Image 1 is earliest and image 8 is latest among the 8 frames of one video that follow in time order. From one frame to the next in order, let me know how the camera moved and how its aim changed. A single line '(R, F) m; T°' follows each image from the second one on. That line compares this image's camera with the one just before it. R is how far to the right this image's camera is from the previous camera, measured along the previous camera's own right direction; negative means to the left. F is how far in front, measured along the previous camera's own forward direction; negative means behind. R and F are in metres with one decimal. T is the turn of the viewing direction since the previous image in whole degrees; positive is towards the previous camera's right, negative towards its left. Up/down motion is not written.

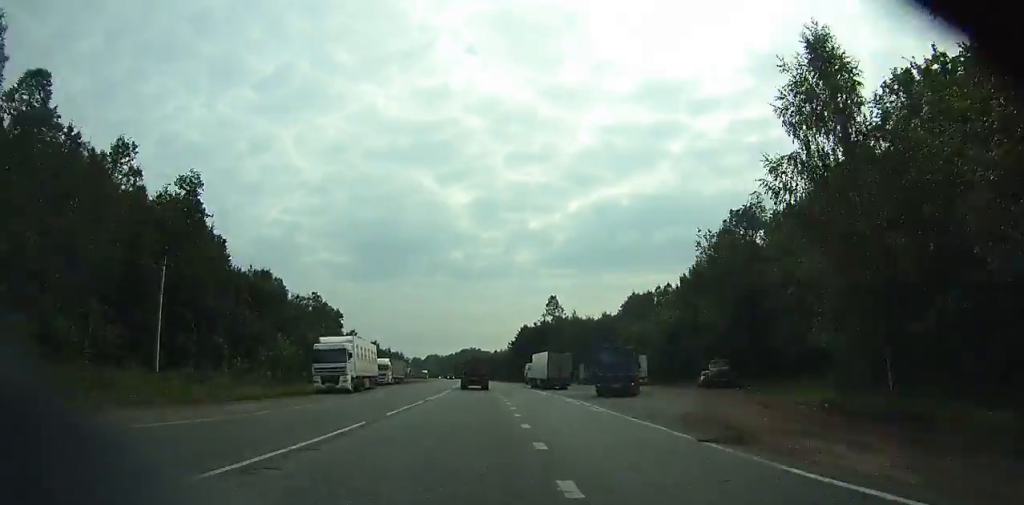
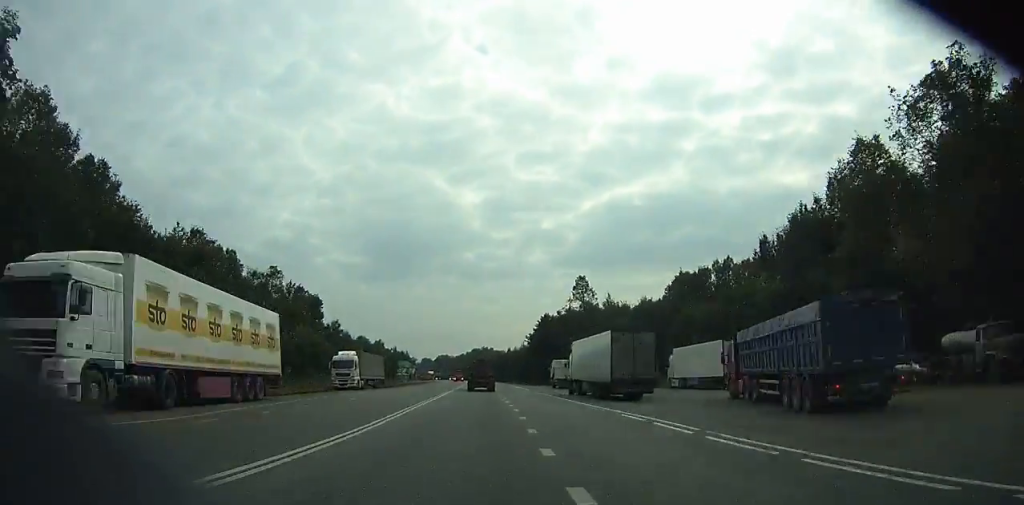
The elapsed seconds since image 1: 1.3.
(+4.9, +31.3) m; +4°
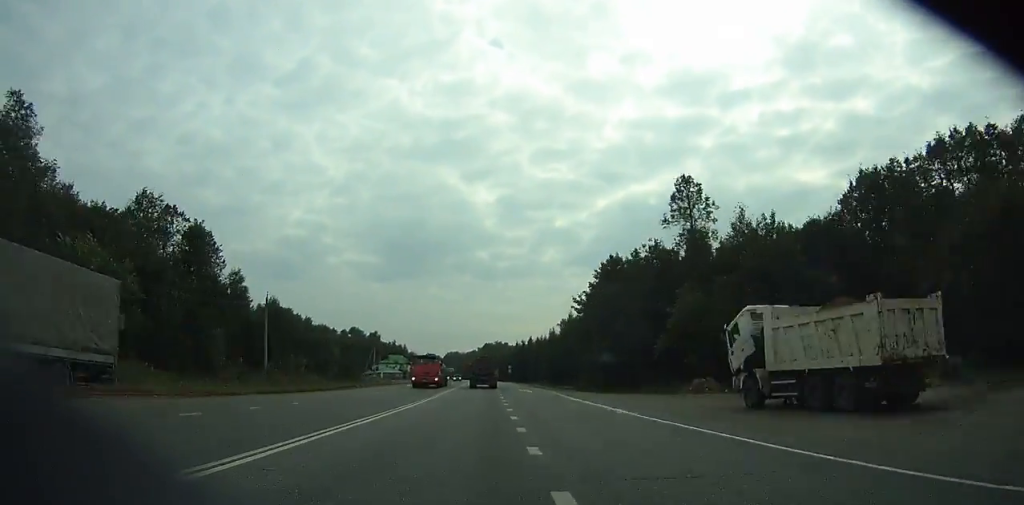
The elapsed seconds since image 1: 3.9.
(+6.7, +62.0) m; +7°
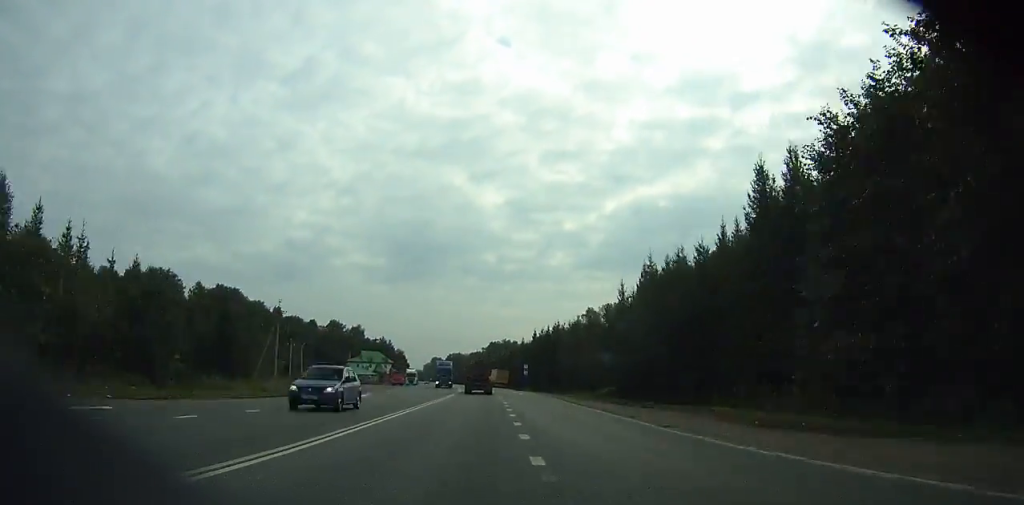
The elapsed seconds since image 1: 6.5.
(+1.2, +59.9) m; 0°
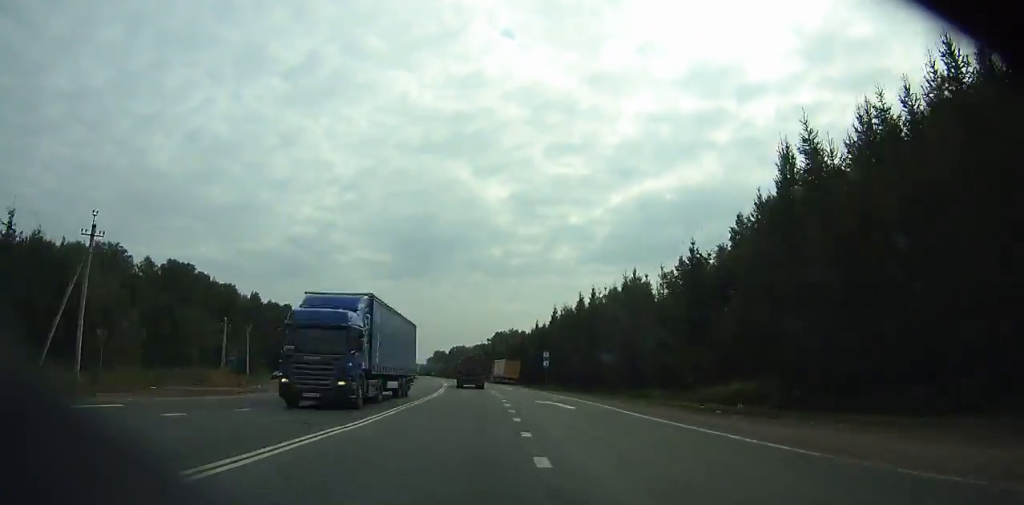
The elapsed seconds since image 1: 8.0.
(-0.2, +33.4) m; -1°
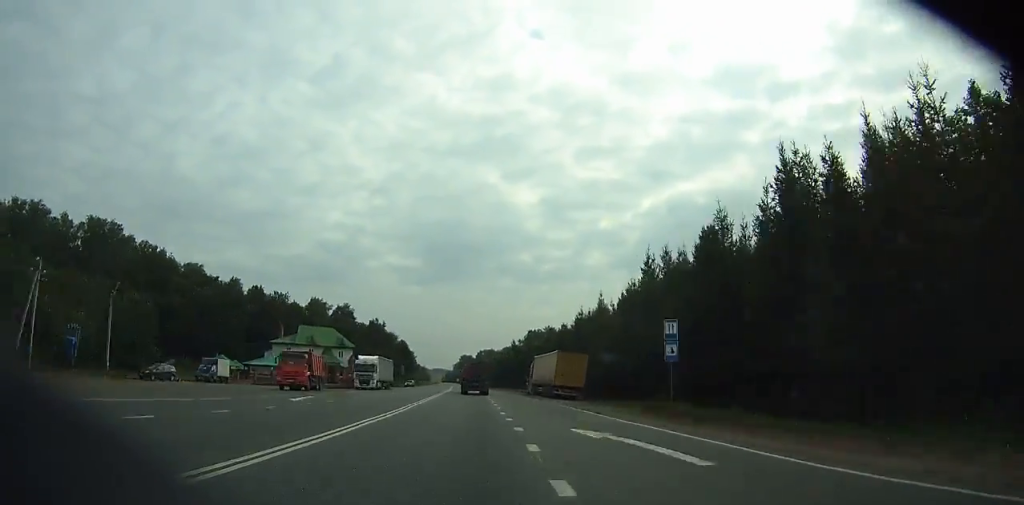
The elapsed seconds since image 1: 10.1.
(-0.5, +46.2) m; -2°
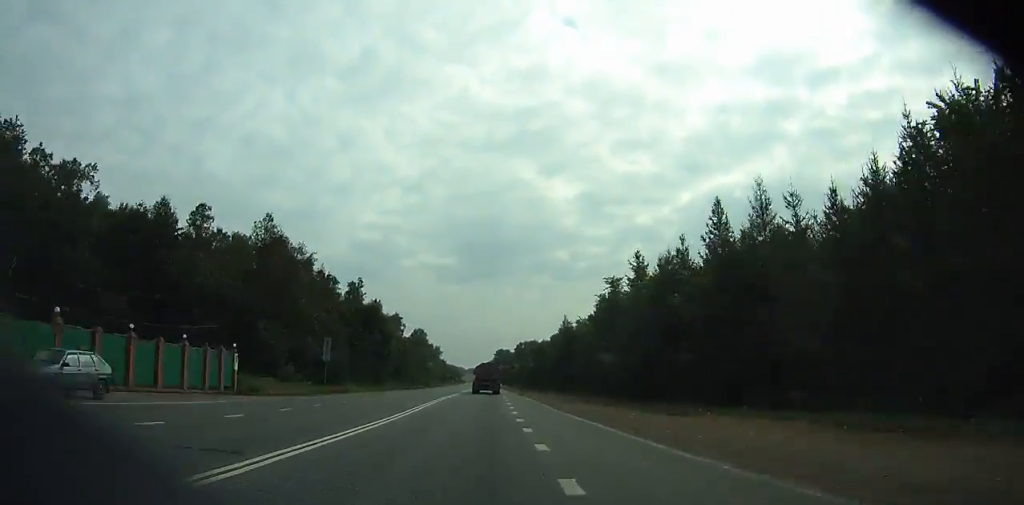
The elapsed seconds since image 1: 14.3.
(-3.5, +91.6) m; -4°
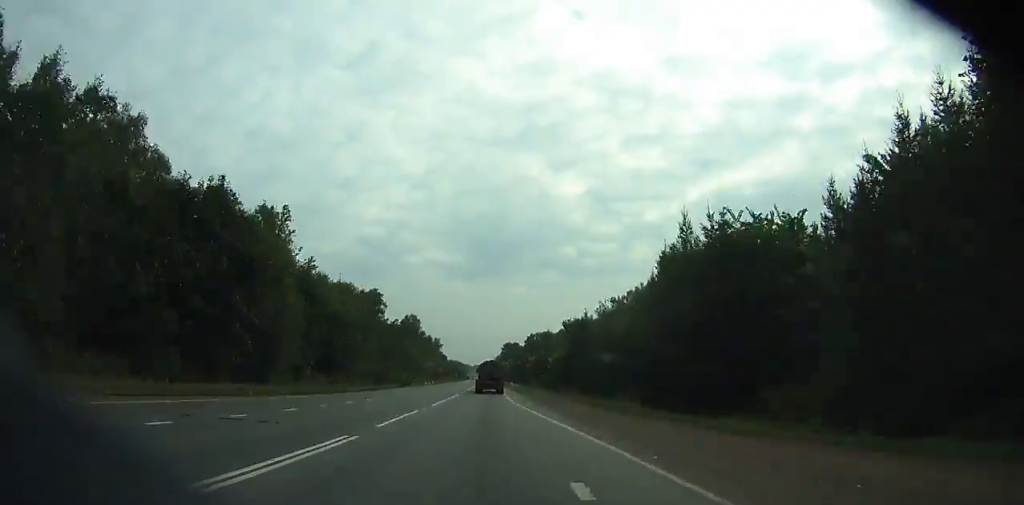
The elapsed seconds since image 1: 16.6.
(-0.7, +50.5) m; -1°
